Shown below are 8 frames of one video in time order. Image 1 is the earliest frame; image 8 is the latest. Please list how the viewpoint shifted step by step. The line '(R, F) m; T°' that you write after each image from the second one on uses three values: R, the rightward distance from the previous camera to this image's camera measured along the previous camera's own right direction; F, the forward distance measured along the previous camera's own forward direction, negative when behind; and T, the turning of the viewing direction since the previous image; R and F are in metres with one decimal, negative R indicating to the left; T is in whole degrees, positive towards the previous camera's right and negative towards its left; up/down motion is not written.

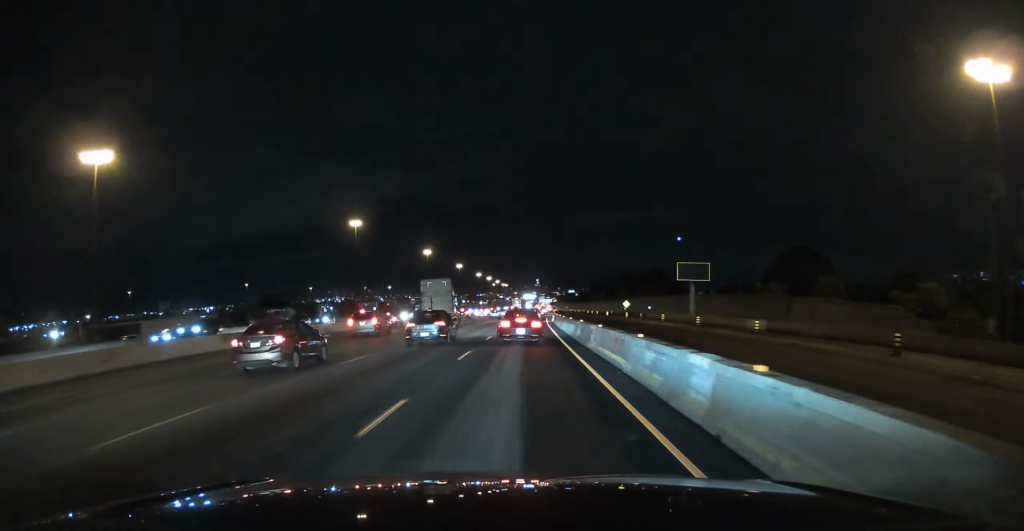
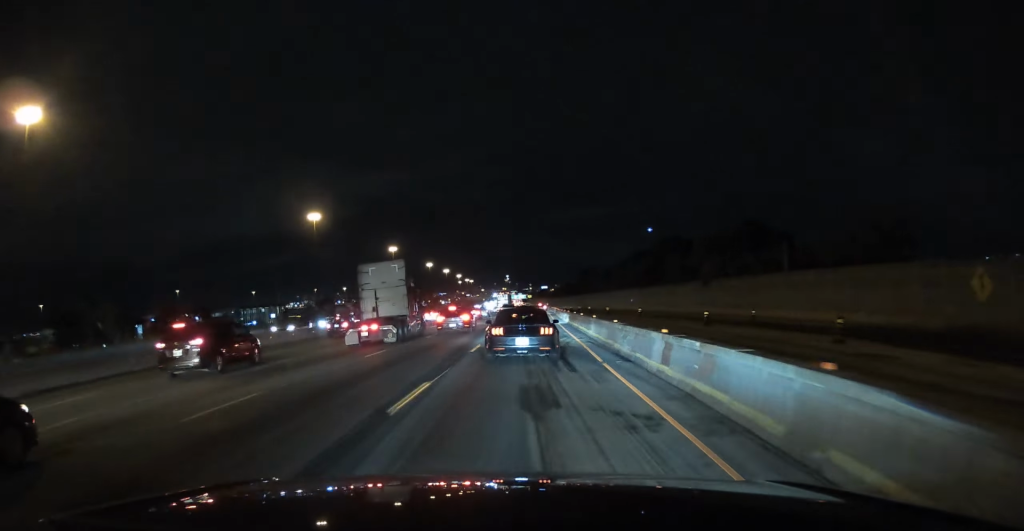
(+2.5, +117.9) m; +2°
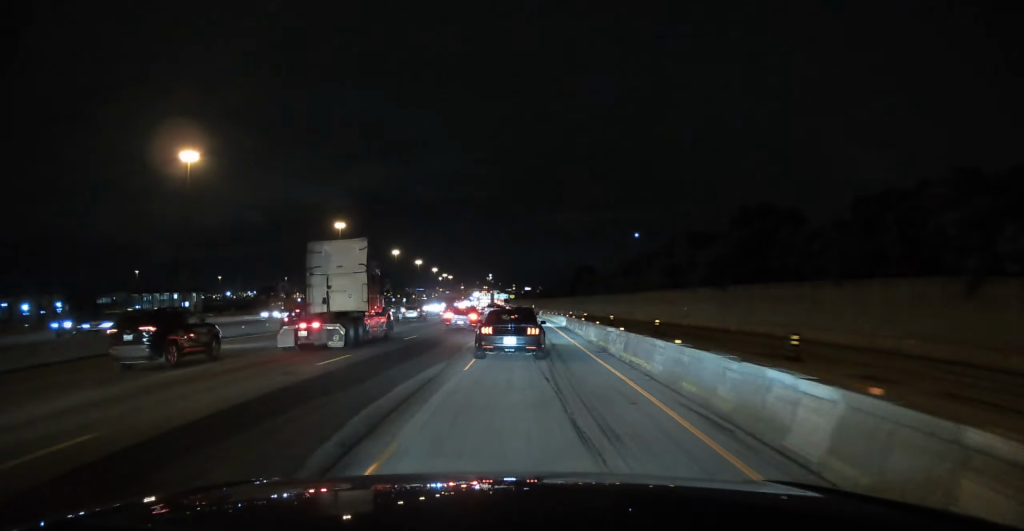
(+0.7, +66.2) m; +1°
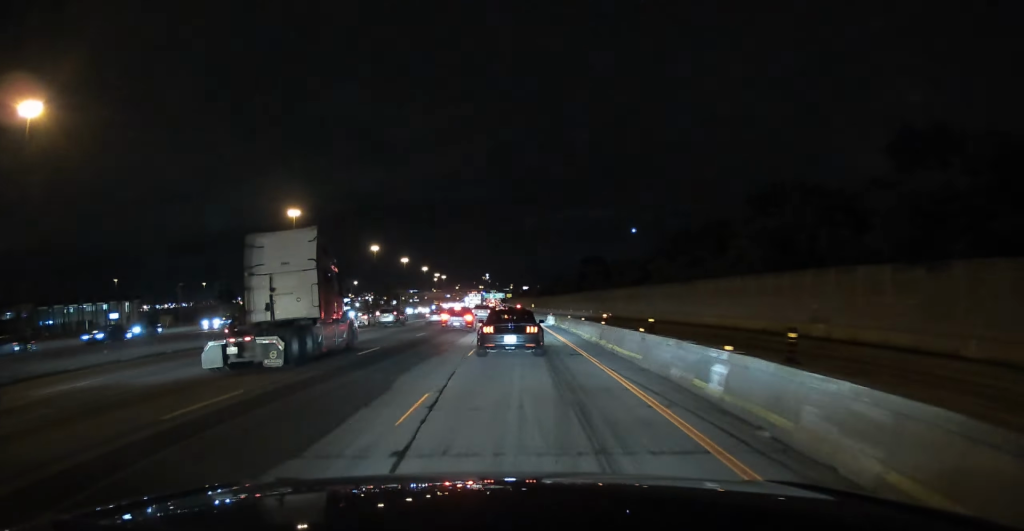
(+0.3, +43.1) m; 0°
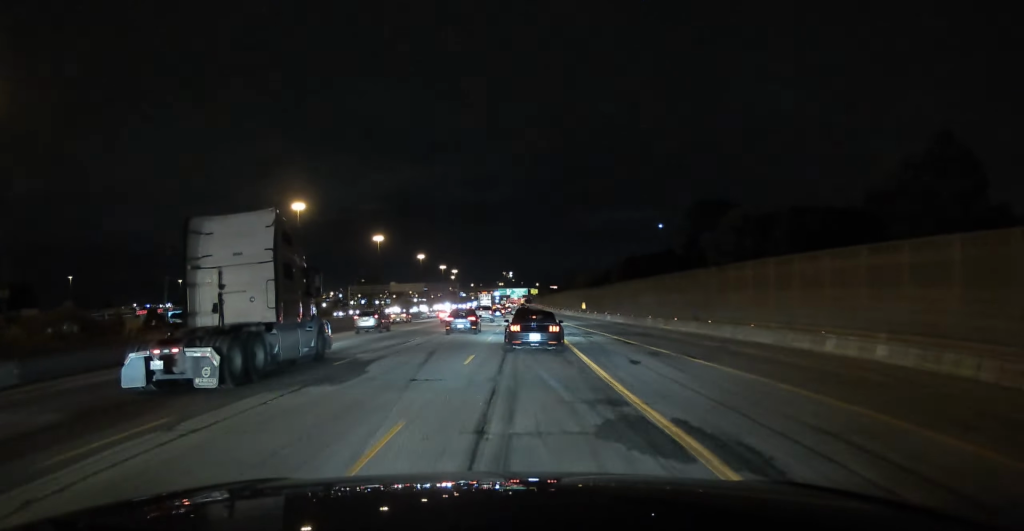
(-1.8, +136.9) m; -1°
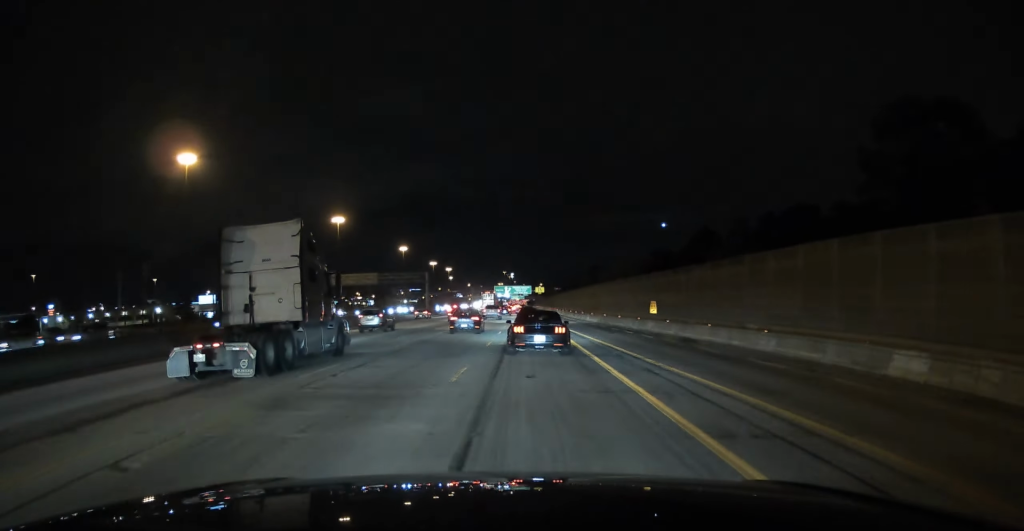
(-0.2, +64.5) m; 0°
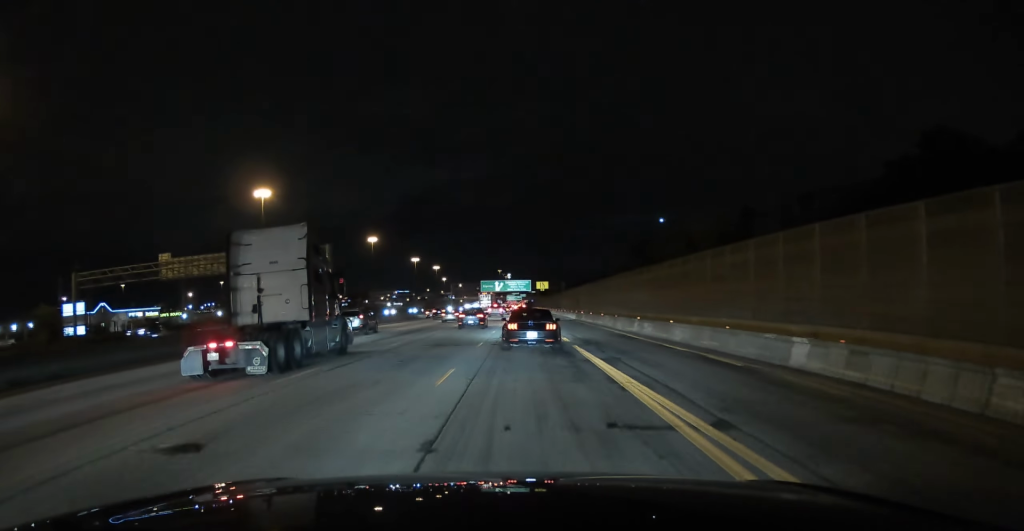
(+0.4, +63.3) m; 0°
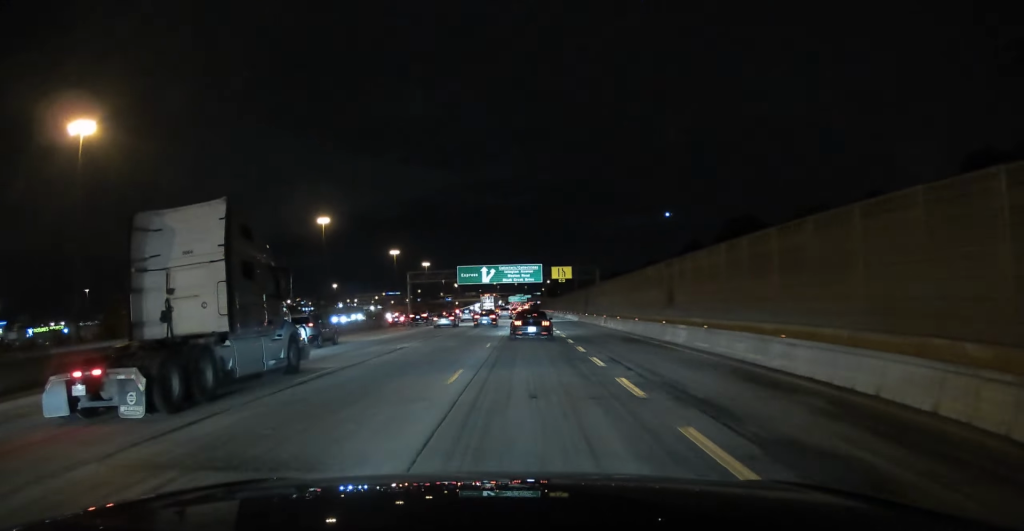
(-0.1, +74.2) m; -1°
